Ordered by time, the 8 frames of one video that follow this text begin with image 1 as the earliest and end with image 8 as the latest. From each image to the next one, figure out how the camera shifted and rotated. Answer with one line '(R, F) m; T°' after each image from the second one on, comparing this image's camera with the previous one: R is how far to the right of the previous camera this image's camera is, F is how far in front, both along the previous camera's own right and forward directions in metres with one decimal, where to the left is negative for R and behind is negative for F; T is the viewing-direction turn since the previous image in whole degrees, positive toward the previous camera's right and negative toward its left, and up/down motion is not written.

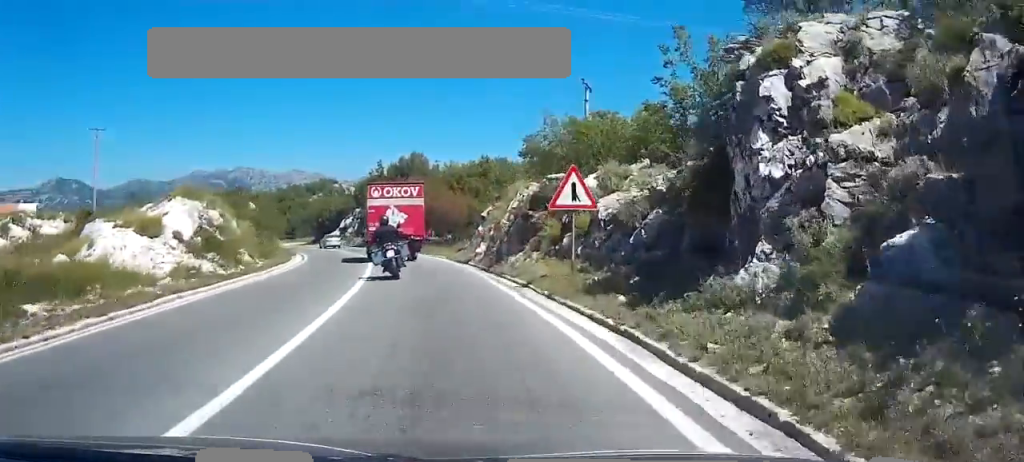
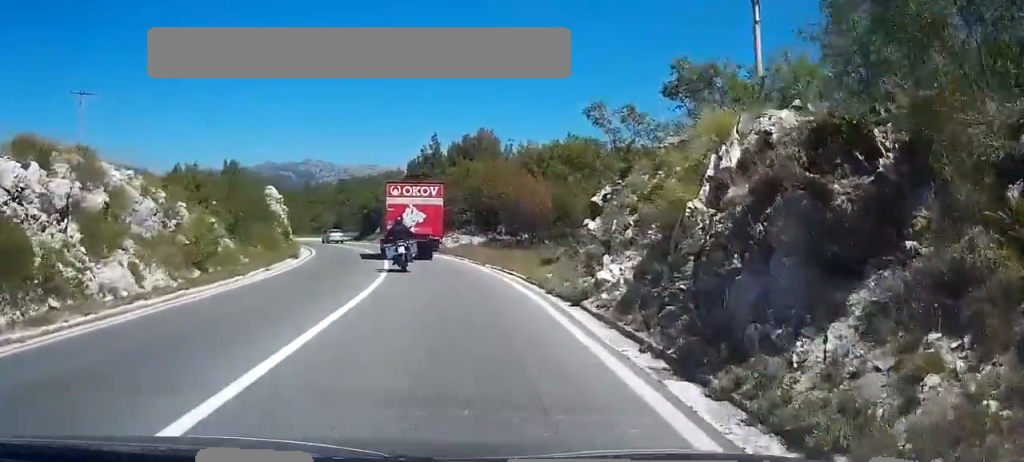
(-0.8, +17.2) m; -7°
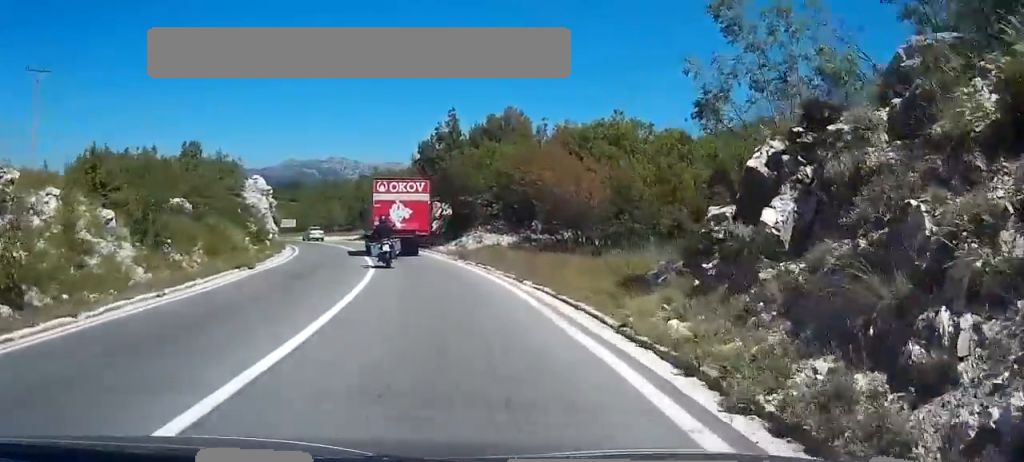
(-0.5, +10.9) m; -4°
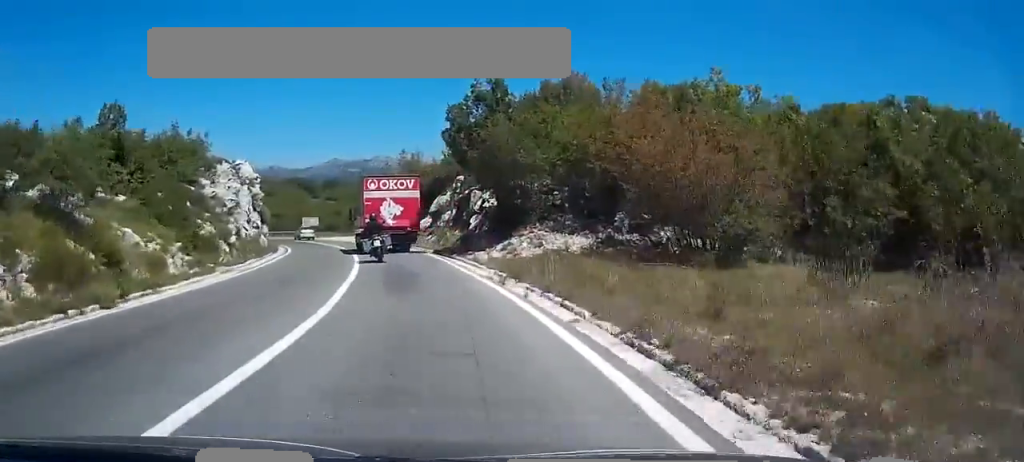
(-0.6, +13.2) m; -4°
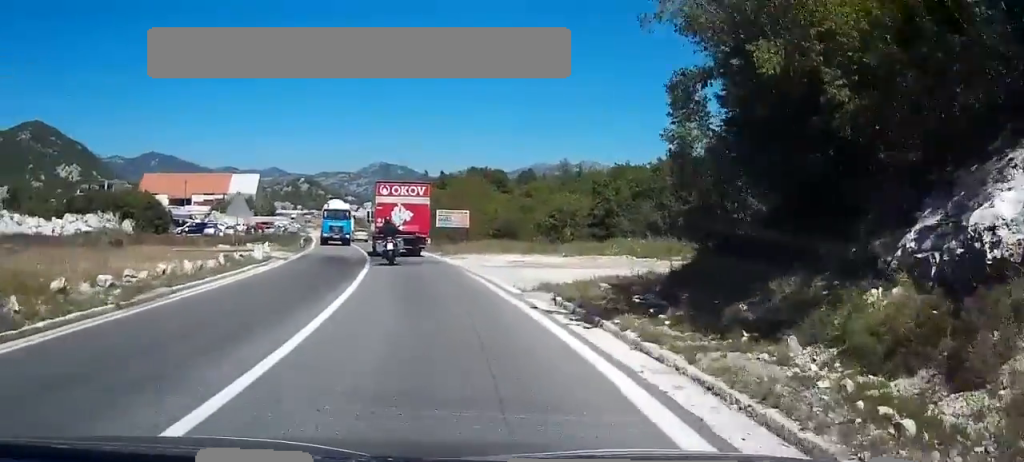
(-6.4, +46.3) m; -16°
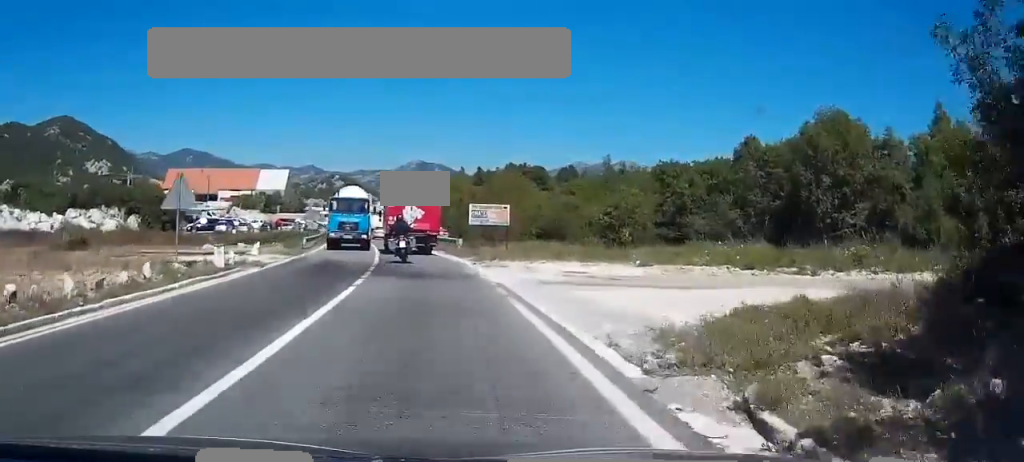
(-0.1, +8.8) m; -3°
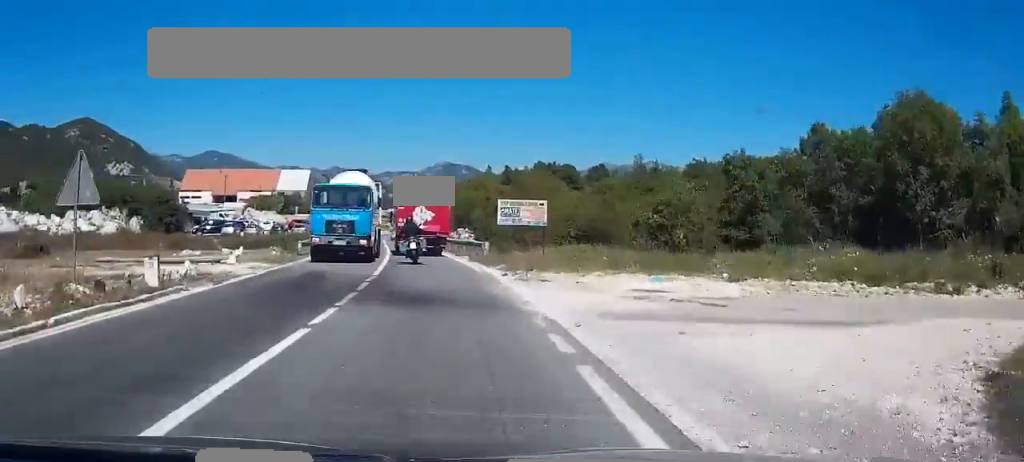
(+0.3, +6.5) m; -3°
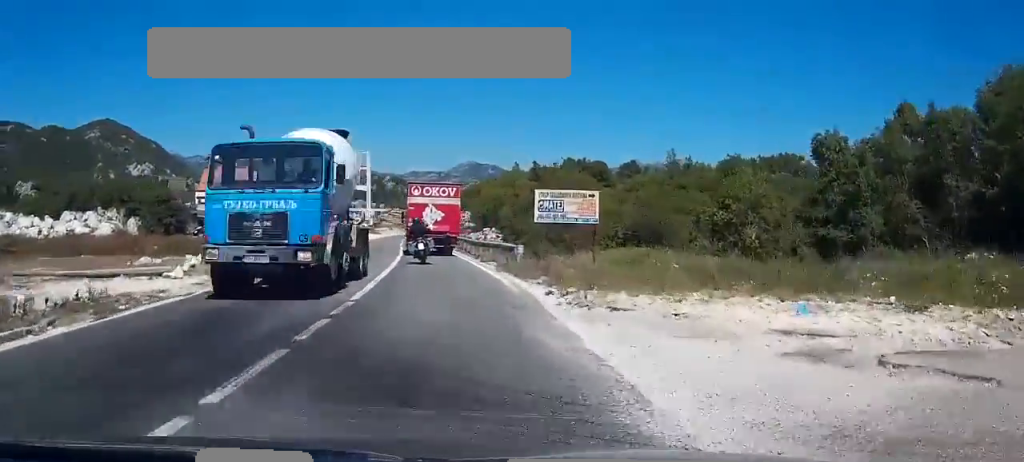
(-0.6, +7.2) m; -2°
